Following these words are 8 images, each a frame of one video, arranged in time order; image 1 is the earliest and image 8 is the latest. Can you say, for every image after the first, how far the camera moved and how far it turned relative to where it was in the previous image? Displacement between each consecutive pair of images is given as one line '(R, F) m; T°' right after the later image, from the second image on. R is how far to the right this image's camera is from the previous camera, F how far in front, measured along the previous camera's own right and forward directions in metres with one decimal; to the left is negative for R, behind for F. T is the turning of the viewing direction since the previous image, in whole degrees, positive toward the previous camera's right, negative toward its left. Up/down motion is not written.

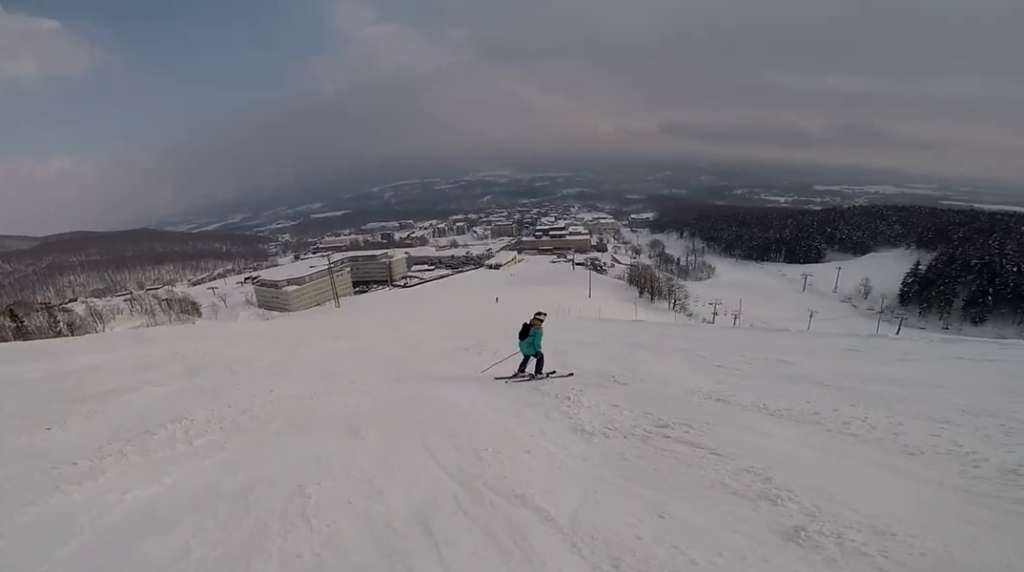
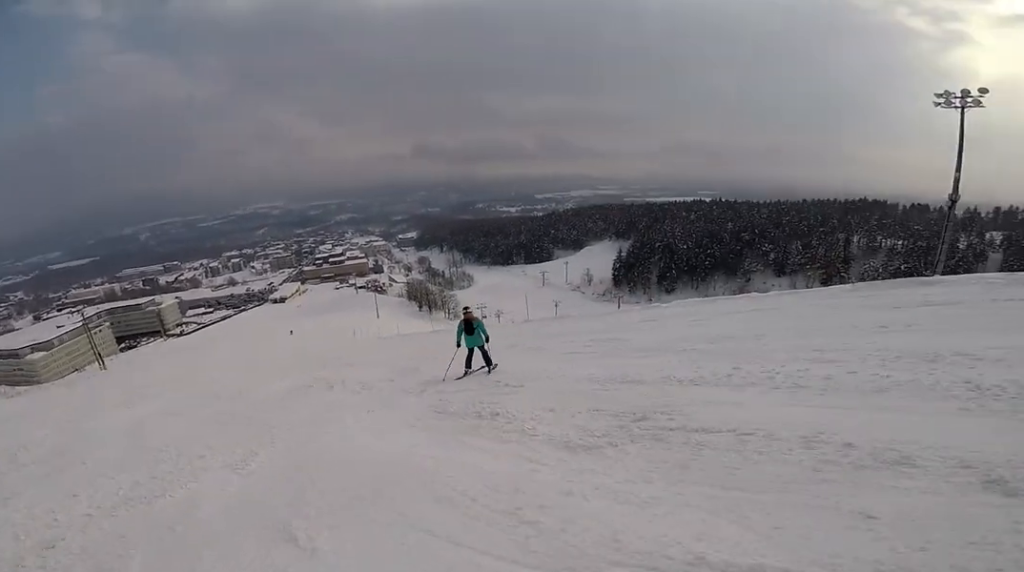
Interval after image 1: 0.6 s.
(+0.1, +2.3) m; +21°
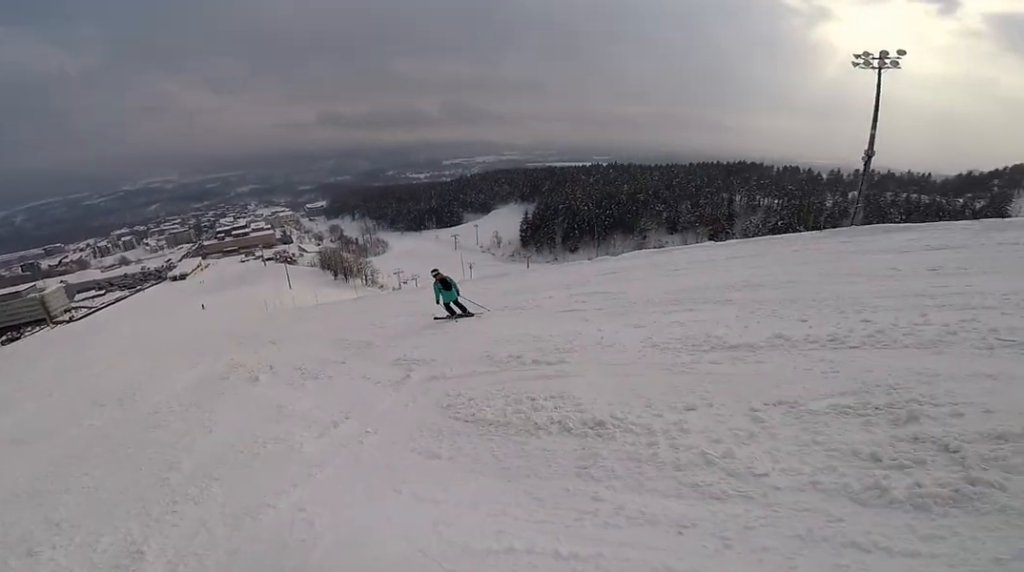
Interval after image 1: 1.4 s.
(+1.1, +3.1) m; +25°
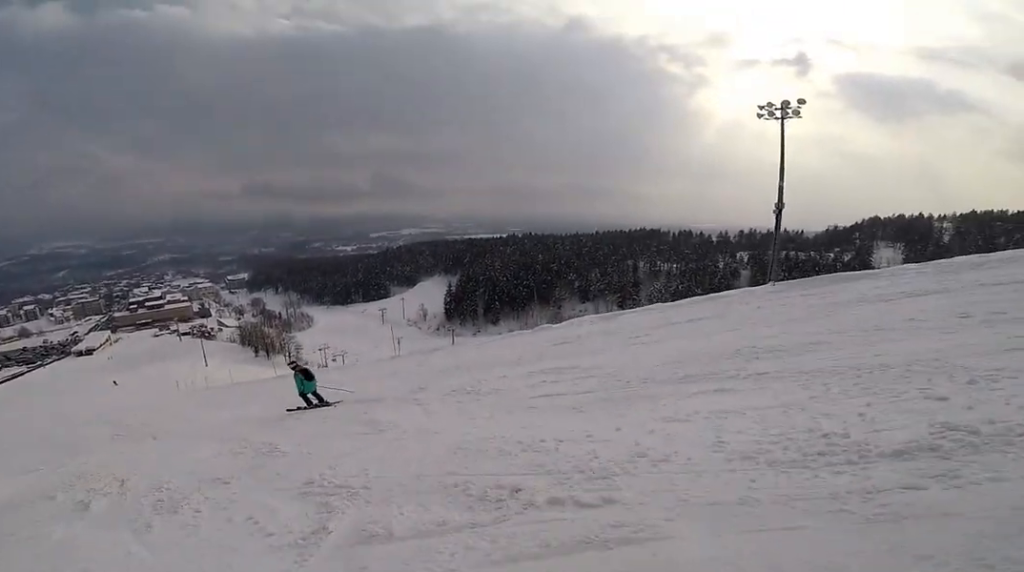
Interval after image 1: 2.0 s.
(+0.4, +2.9) m; -8°
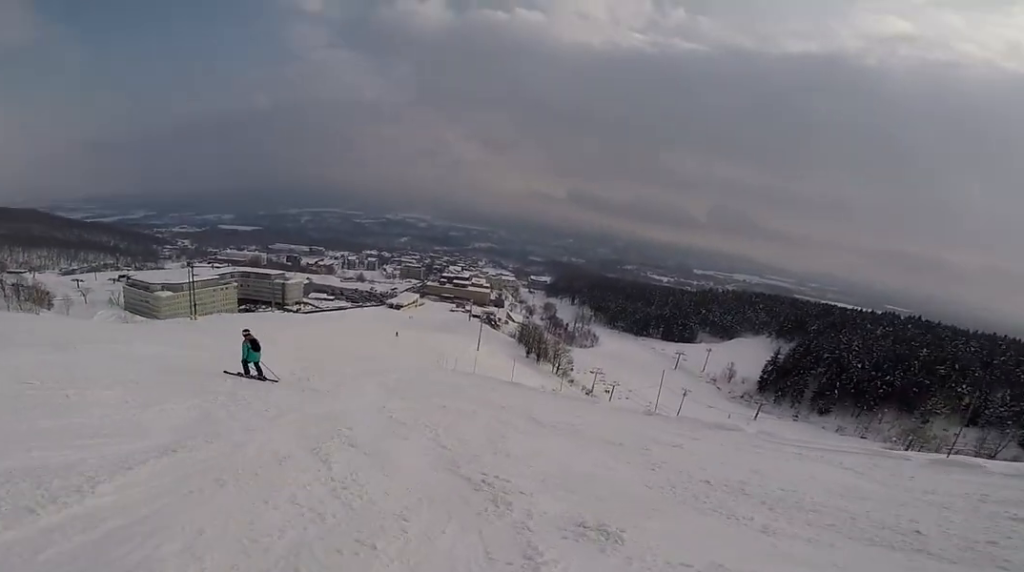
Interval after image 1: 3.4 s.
(-1.9, +5.1) m; -46°
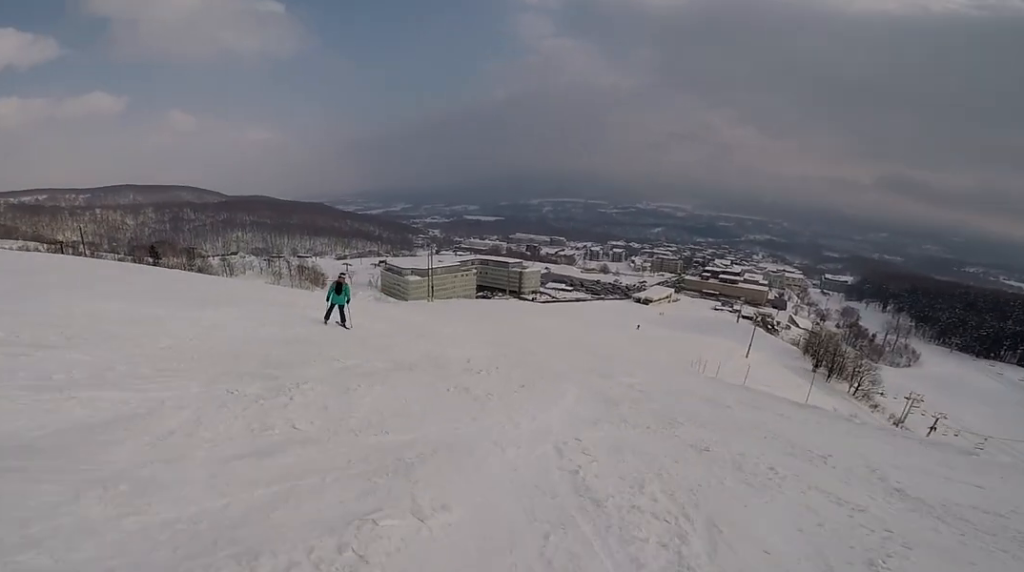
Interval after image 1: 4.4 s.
(-0.6, +5.1) m; -7°
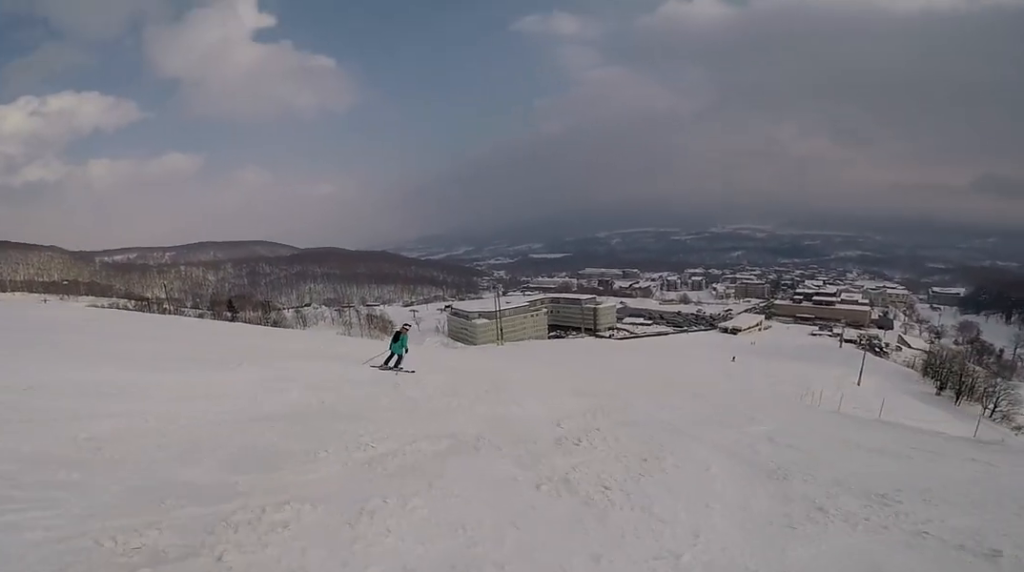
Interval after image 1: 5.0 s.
(0.0, +2.6) m; -9°
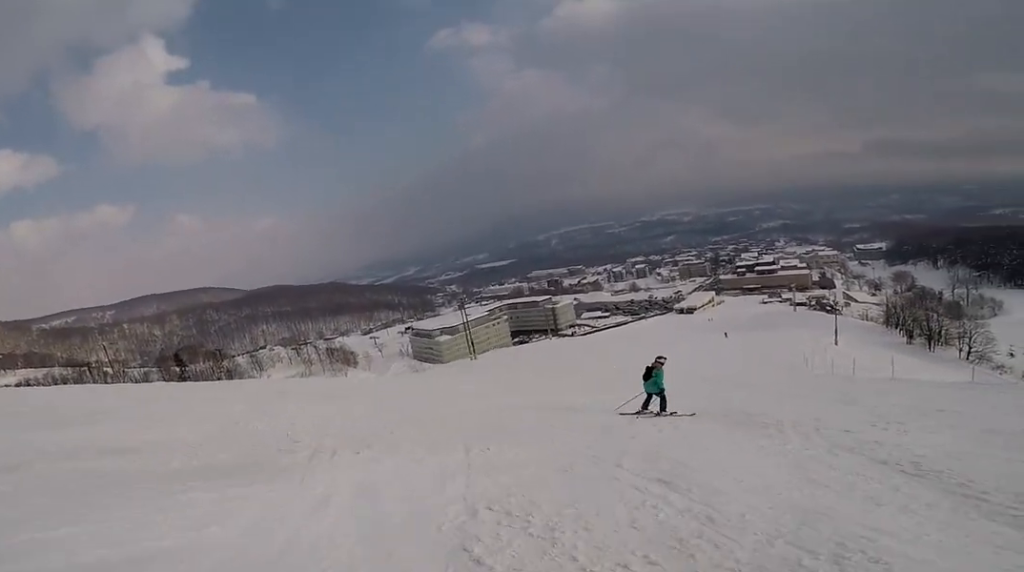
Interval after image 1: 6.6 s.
(-1.0, +7.4) m; +20°
